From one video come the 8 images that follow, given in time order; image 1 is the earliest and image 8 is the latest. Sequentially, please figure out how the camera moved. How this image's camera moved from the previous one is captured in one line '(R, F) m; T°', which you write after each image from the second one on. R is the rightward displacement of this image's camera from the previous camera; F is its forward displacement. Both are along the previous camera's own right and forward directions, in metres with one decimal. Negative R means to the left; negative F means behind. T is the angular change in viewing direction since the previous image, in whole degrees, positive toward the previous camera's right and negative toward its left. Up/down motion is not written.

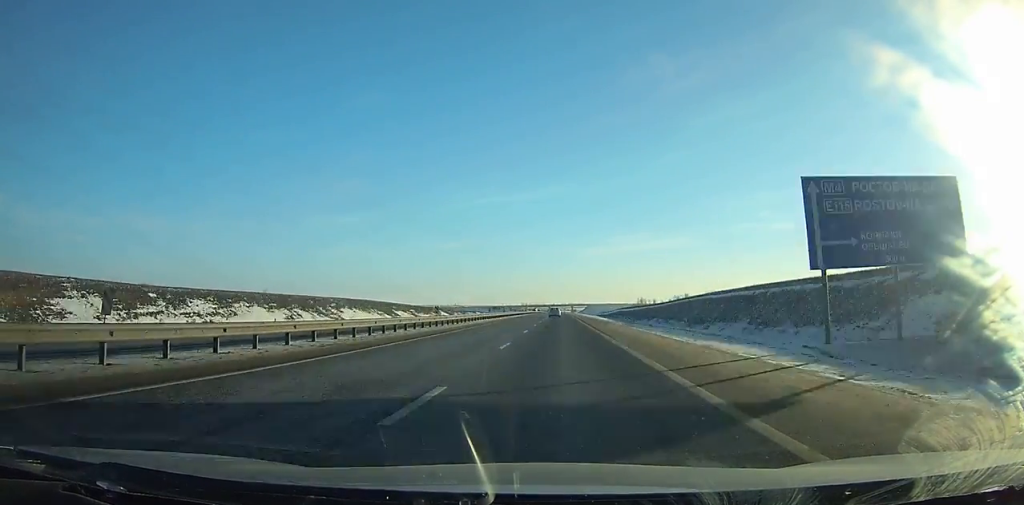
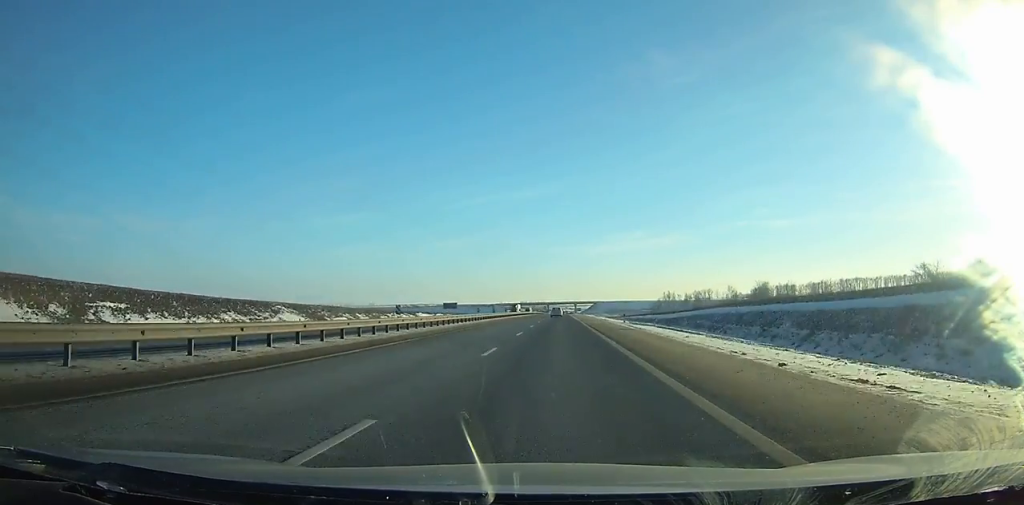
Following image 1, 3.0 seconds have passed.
(0.0, +99.4) m; 0°
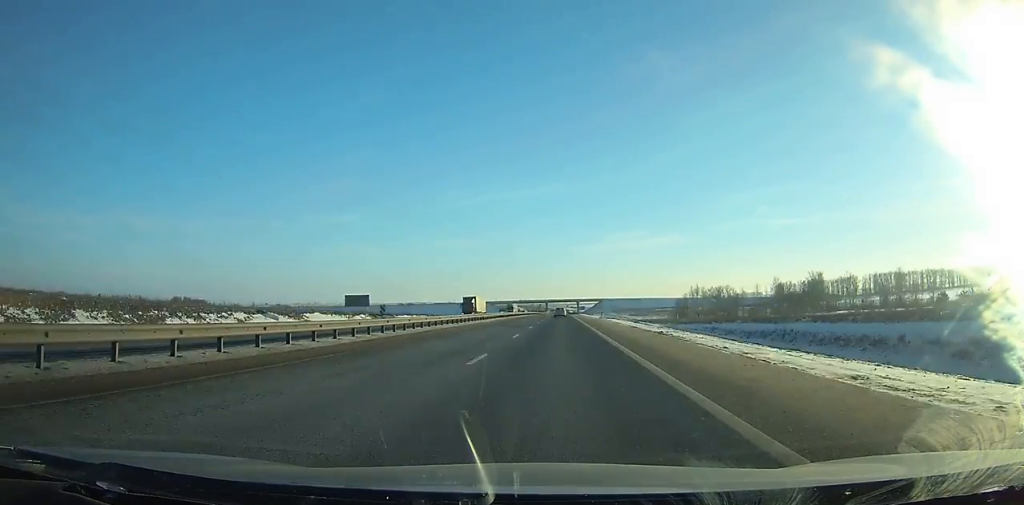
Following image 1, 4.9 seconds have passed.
(0.0, +63.0) m; 0°
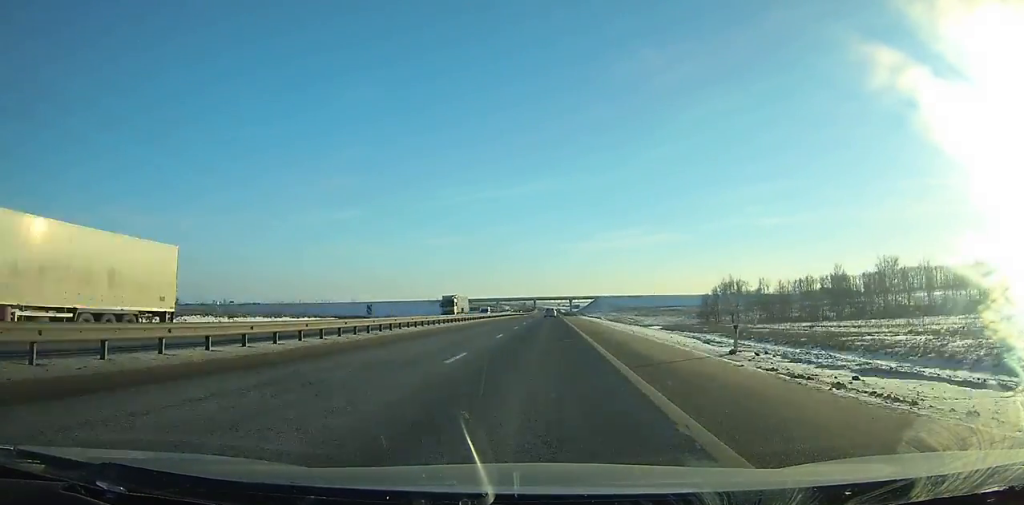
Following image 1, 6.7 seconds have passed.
(0.0, +59.3) m; 0°
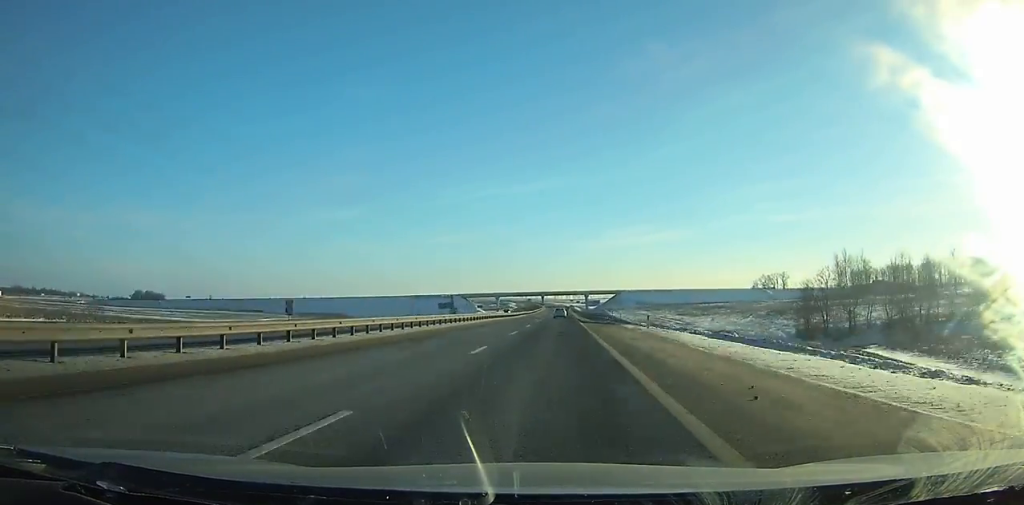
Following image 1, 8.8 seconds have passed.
(0.0, +68.8) m; 0°
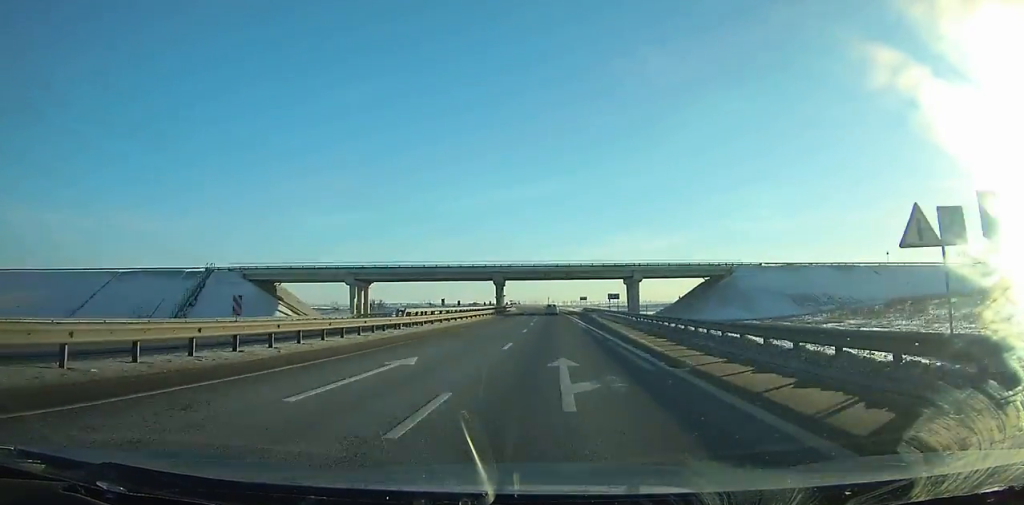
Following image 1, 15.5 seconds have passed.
(-0.9, +213.6) m; -1°
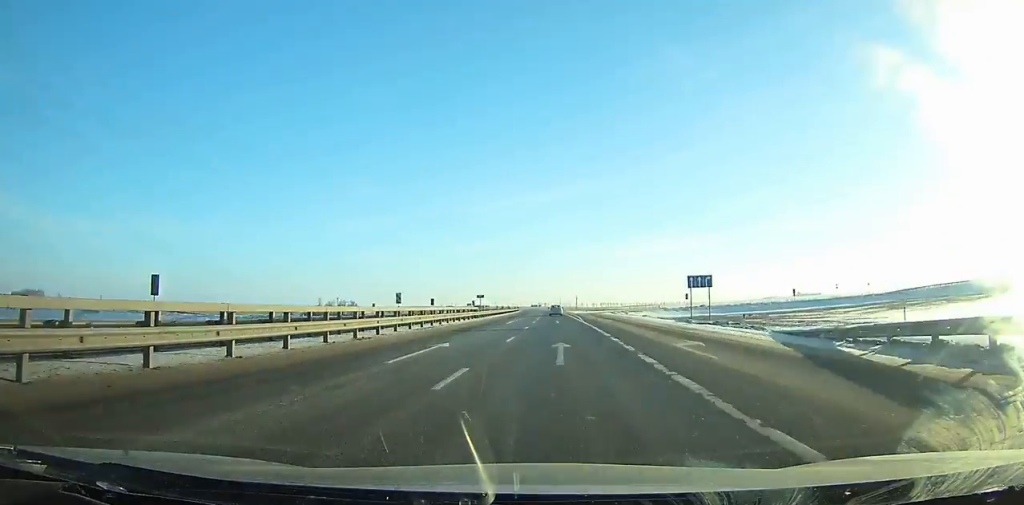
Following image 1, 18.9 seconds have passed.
(-1.4, +105.1) m; -2°
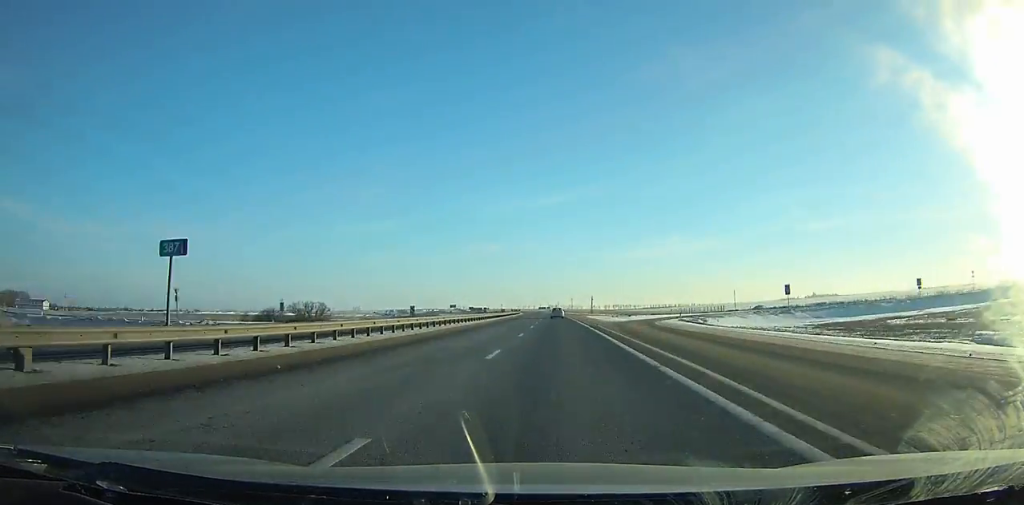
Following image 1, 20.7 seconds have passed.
(-0.4, +55.0) m; -1°
